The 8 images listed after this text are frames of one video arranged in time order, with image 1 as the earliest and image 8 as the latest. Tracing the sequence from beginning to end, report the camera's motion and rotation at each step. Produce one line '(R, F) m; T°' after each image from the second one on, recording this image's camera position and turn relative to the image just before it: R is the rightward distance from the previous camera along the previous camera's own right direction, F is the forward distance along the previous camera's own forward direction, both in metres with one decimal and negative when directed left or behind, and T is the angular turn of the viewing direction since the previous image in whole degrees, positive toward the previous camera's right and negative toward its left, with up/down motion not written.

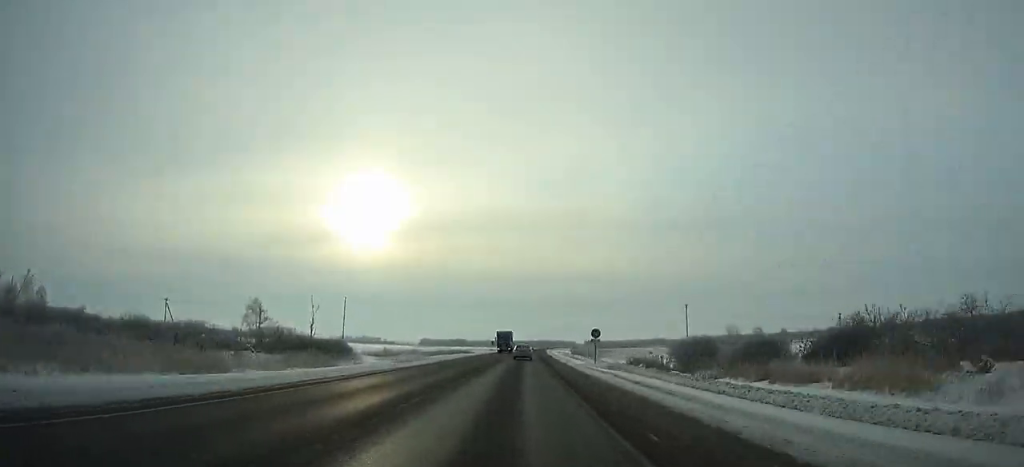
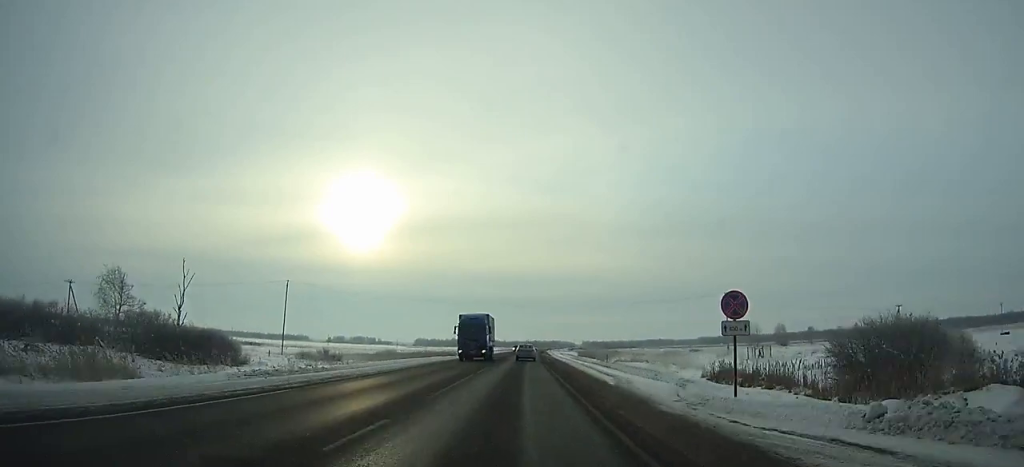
(+0.1, +28.5) m; 0°
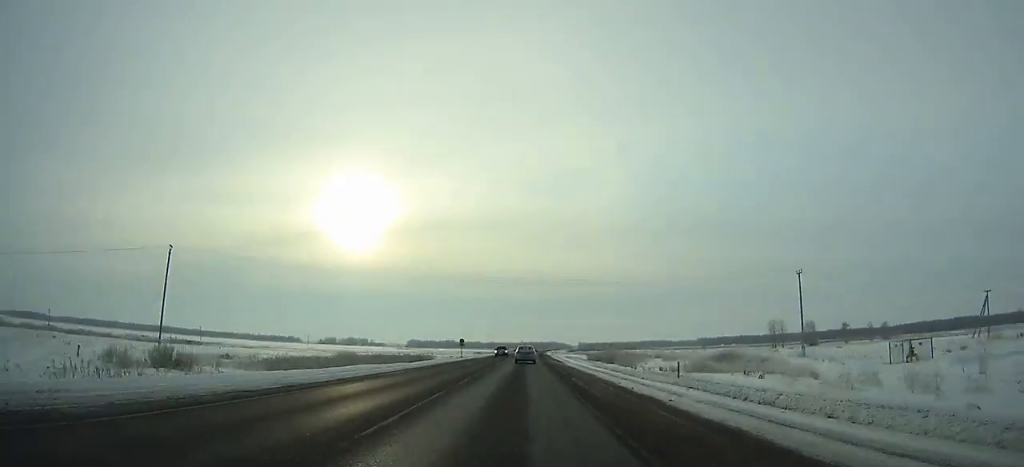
(+0.1, +30.7) m; 0°
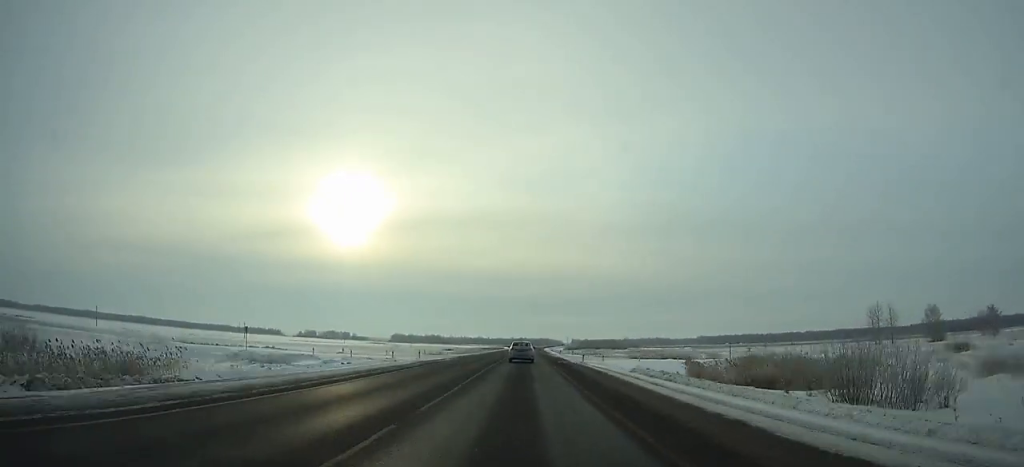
(+0.6, +77.6) m; +1°
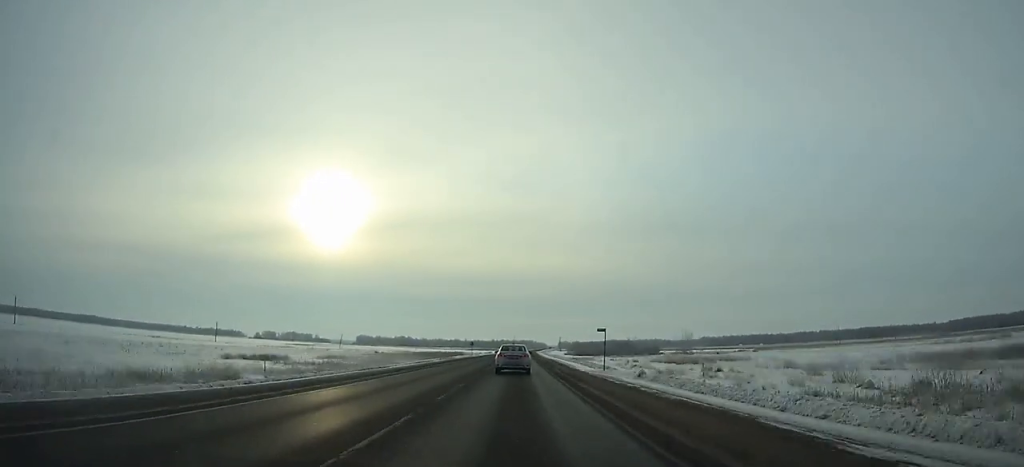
(+1.6, +146.6) m; +1°
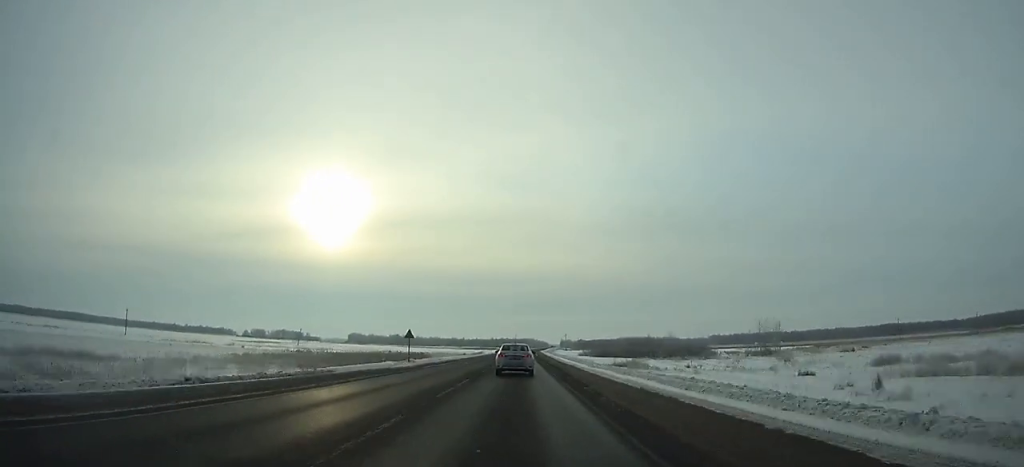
(+0.1, +60.3) m; 0°
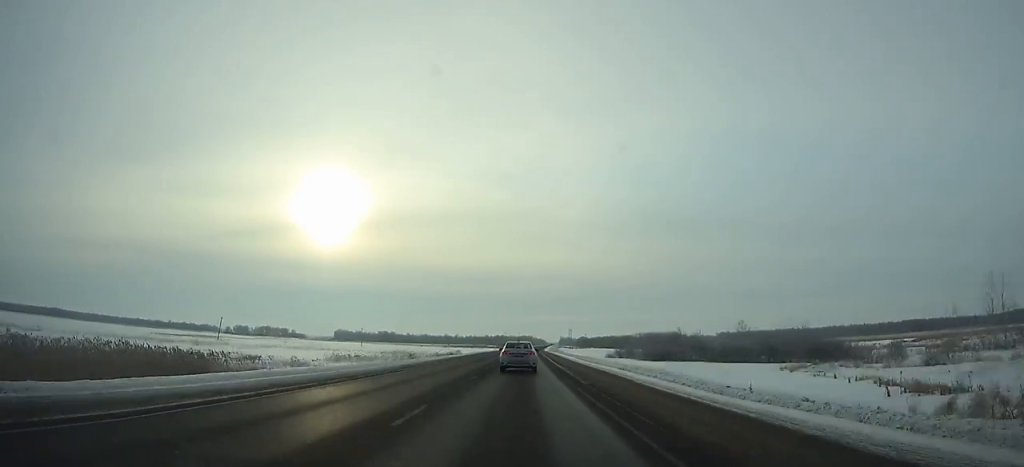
(+0.2, +68.6) m; 0°
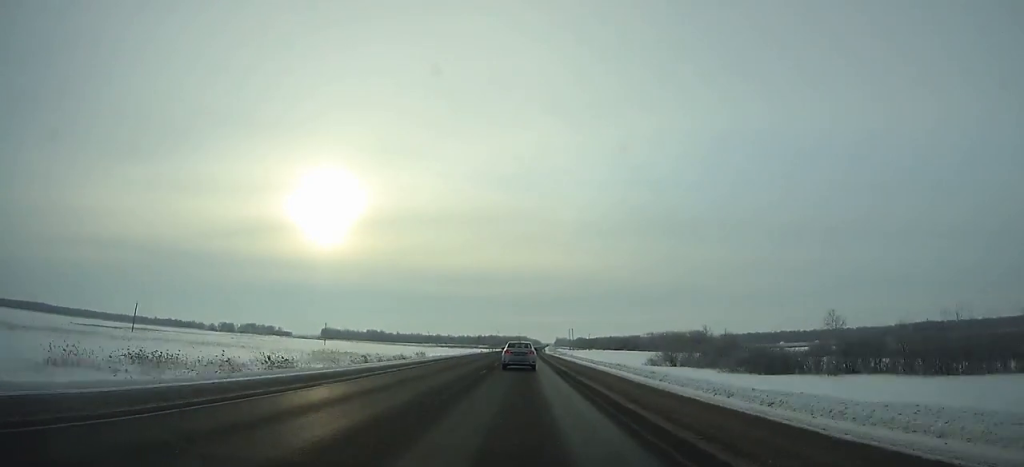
(+0.2, +44.2) m; 0°
